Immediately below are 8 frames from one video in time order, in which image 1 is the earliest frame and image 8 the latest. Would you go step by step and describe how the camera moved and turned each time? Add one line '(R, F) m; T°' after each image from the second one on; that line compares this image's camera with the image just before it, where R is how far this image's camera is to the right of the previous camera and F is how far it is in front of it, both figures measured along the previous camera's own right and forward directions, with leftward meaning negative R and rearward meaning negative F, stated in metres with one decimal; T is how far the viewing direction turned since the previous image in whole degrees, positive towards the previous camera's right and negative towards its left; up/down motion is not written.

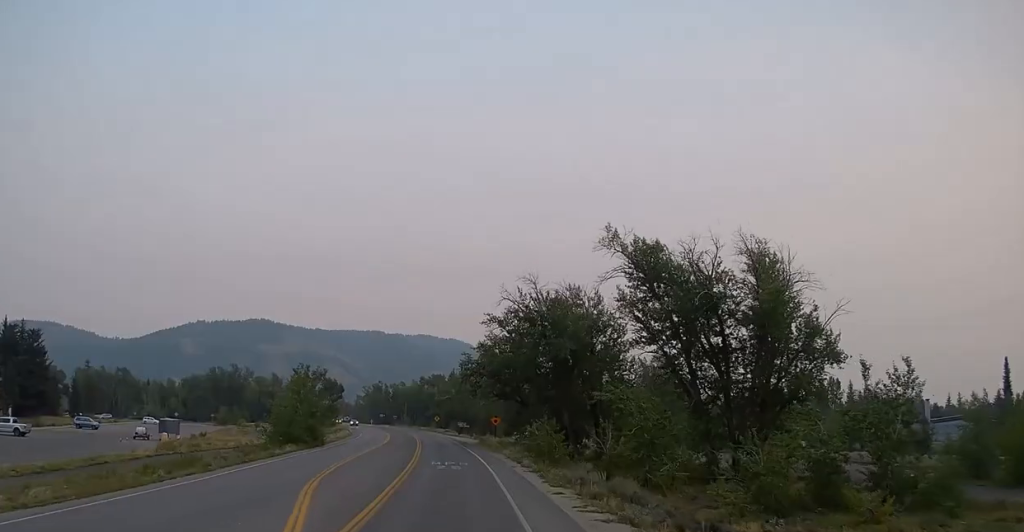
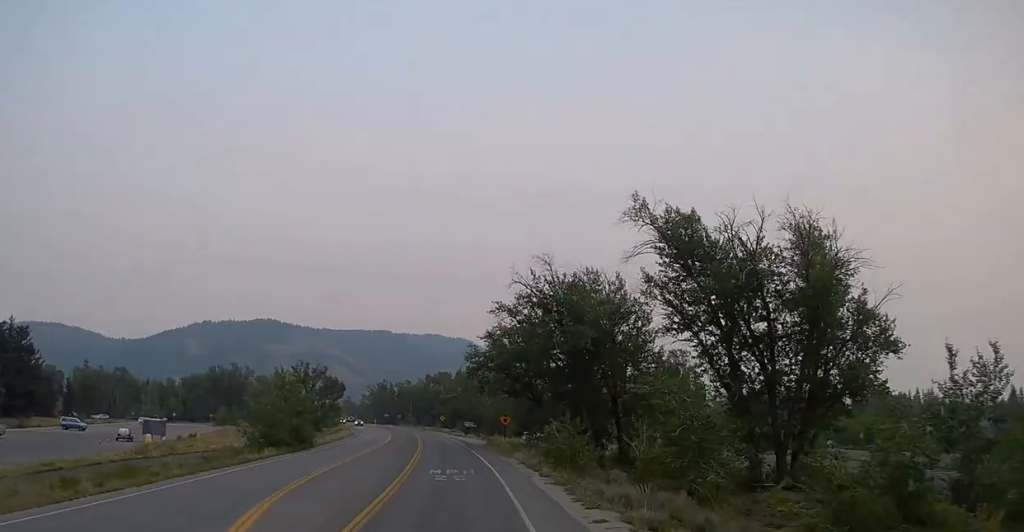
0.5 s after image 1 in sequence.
(+0.1, +6.3) m; -1°
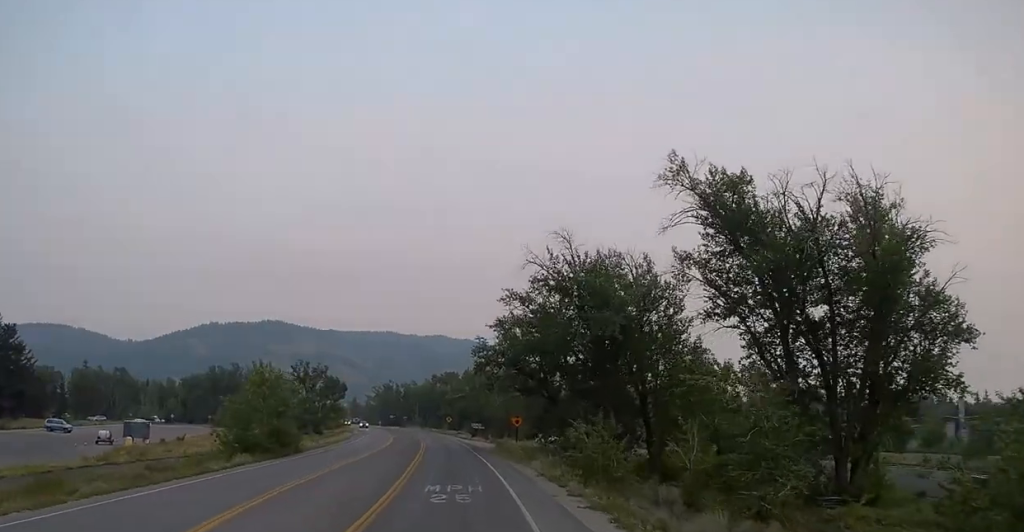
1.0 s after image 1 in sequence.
(+0.2, +6.8) m; -1°
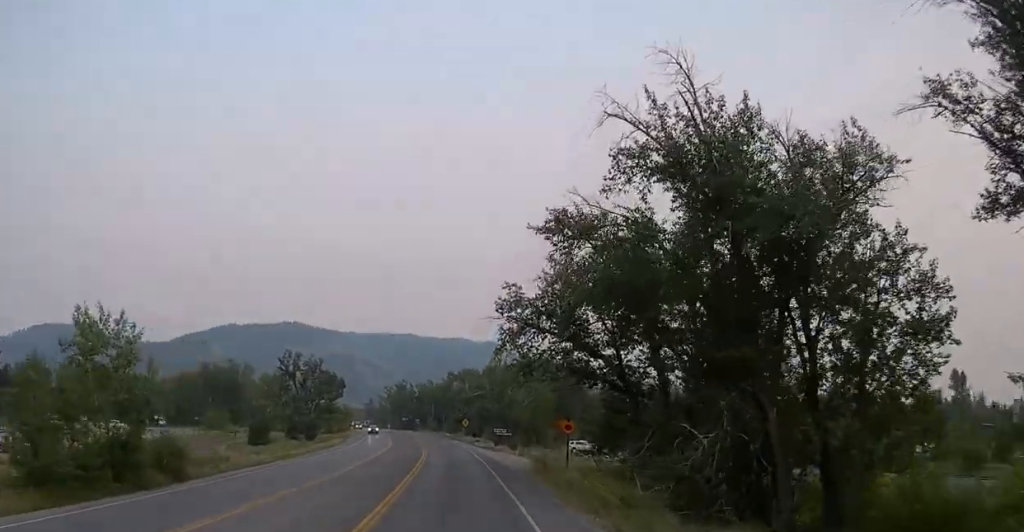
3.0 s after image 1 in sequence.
(-1.1, +20.0) m; -2°
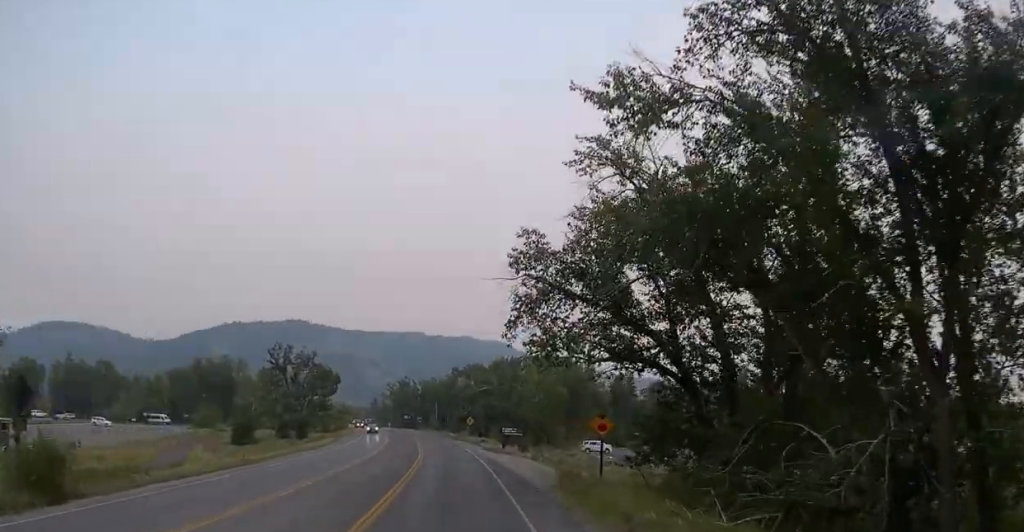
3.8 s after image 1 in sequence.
(-0.1, +7.7) m; +1°
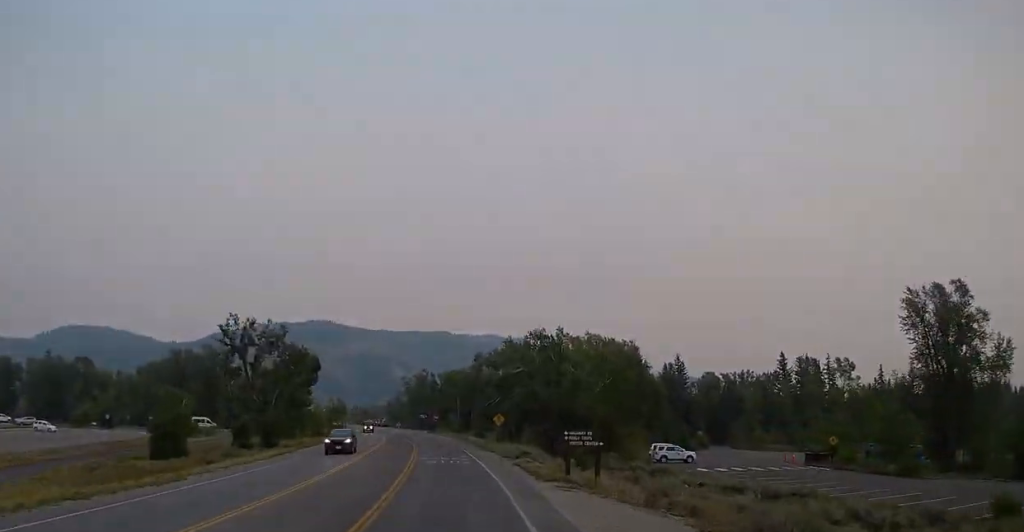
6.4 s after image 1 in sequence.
(-0.1, +26.2) m; -3°
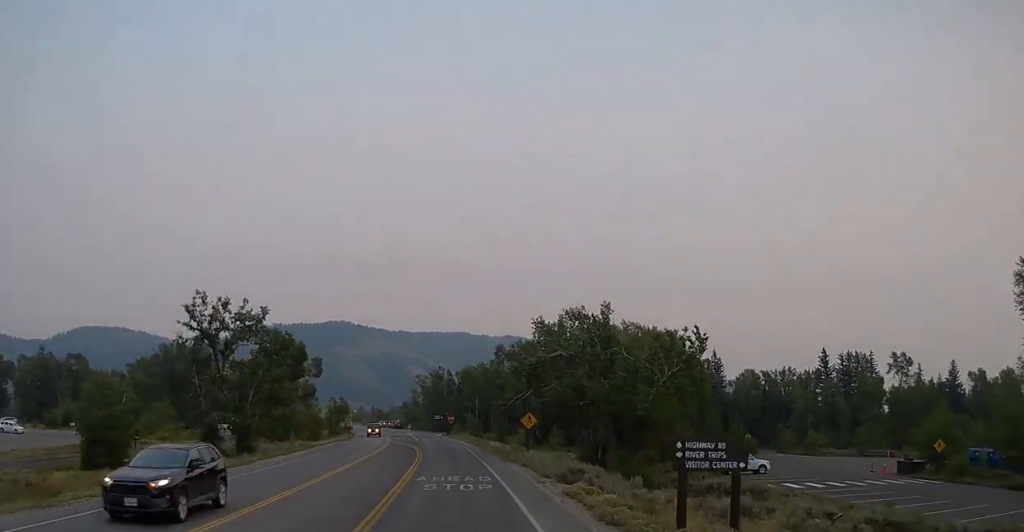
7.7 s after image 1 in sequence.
(-0.2, +13.0) m; -2°
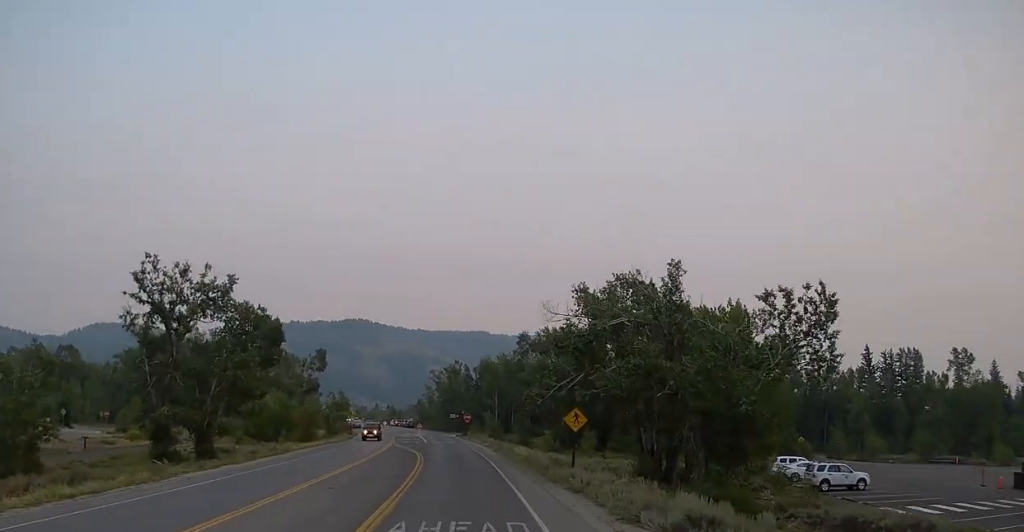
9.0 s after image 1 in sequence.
(-0.2, +12.0) m; -2°
